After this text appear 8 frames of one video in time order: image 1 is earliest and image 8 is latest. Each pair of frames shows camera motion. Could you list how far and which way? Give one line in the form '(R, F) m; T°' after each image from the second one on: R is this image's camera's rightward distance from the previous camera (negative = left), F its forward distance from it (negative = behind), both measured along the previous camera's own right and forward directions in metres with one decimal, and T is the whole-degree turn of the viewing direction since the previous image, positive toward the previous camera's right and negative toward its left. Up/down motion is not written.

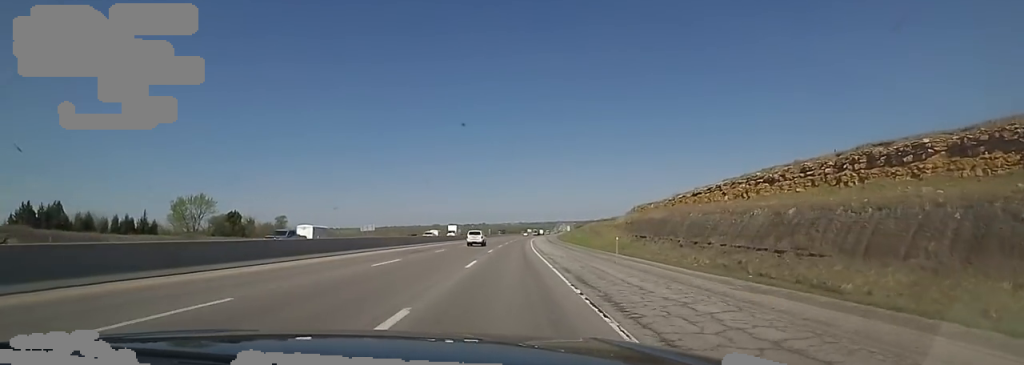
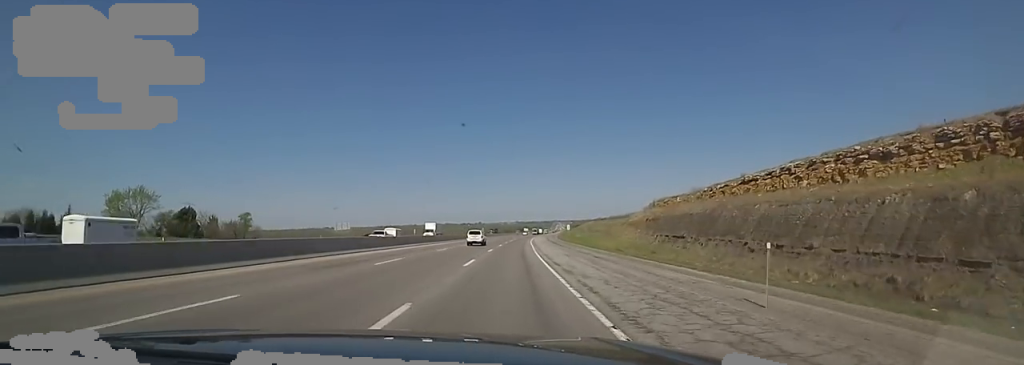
(0.0, +14.7) m; 0°
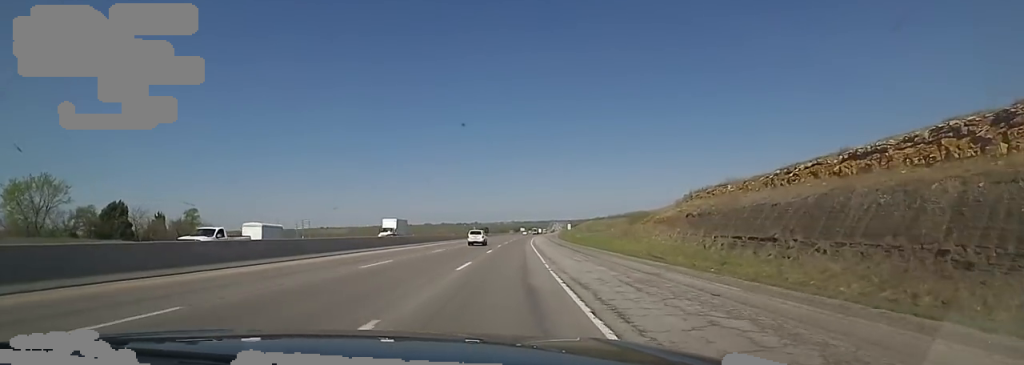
(+0.6, +17.2) m; +1°
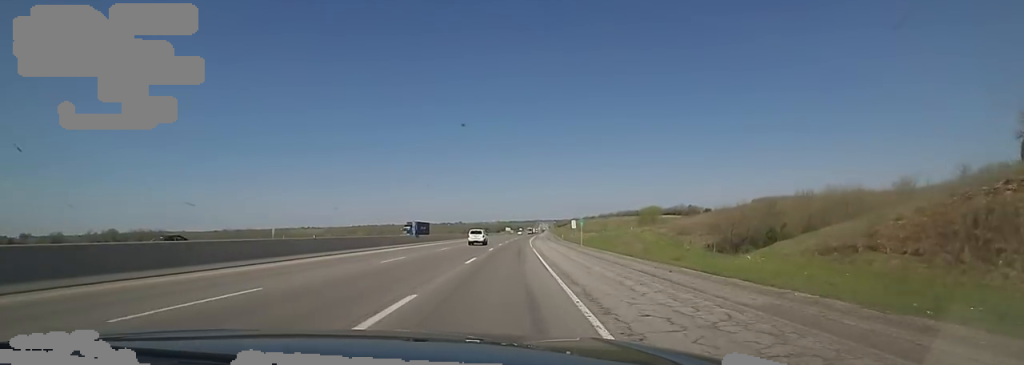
(+1.8, +58.7) m; +4°
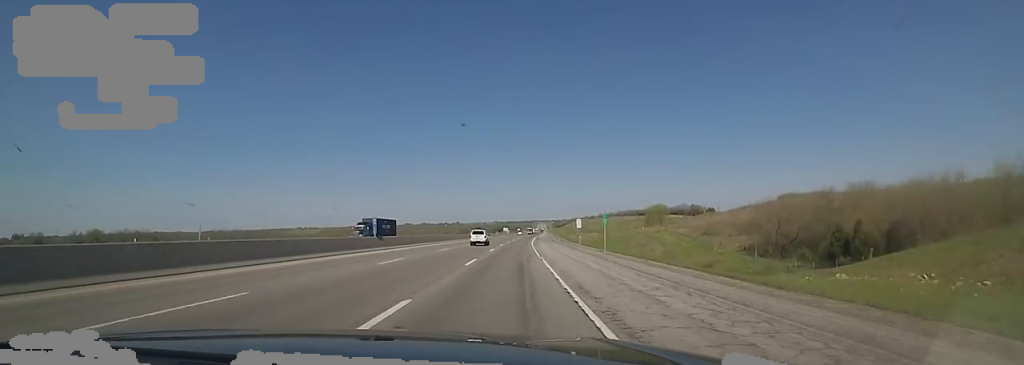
(+0.8, +15.8) m; 0°
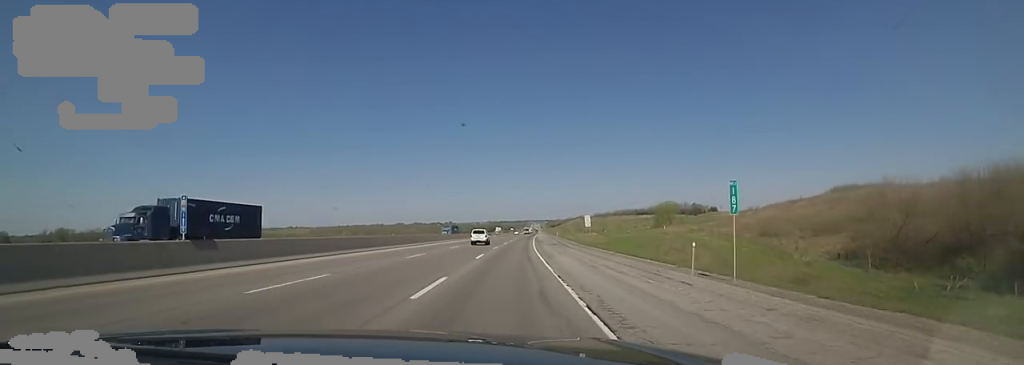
(-0.2, +25.6) m; 0°
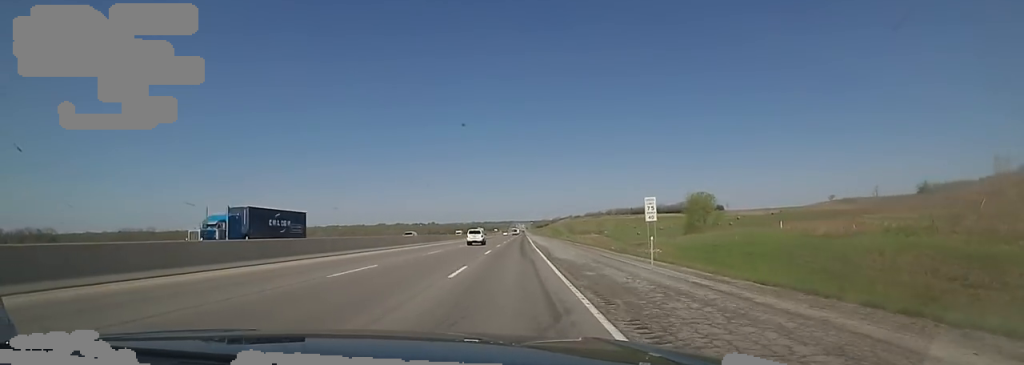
(+0.4, +56.3) m; +2°
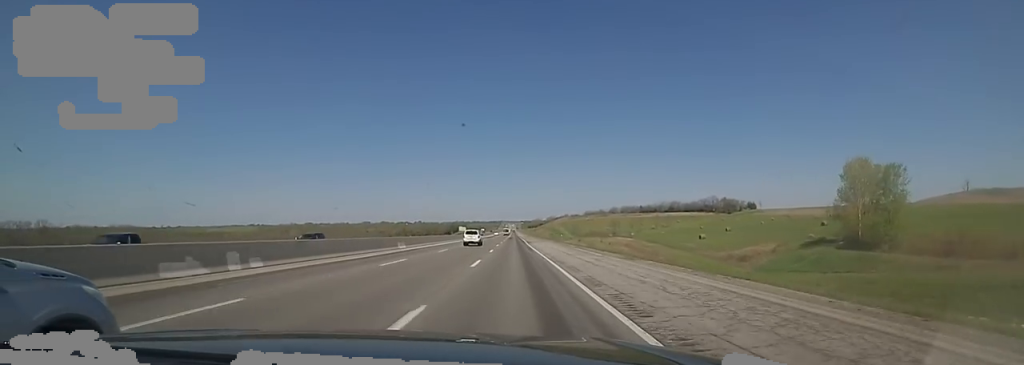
(+0.5, +86.9) m; 0°
